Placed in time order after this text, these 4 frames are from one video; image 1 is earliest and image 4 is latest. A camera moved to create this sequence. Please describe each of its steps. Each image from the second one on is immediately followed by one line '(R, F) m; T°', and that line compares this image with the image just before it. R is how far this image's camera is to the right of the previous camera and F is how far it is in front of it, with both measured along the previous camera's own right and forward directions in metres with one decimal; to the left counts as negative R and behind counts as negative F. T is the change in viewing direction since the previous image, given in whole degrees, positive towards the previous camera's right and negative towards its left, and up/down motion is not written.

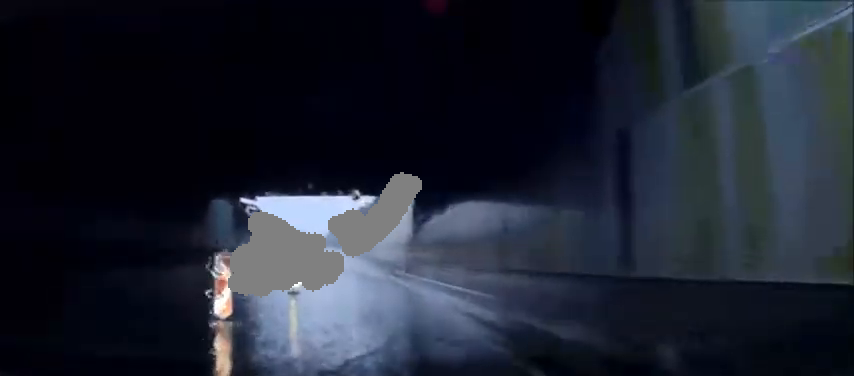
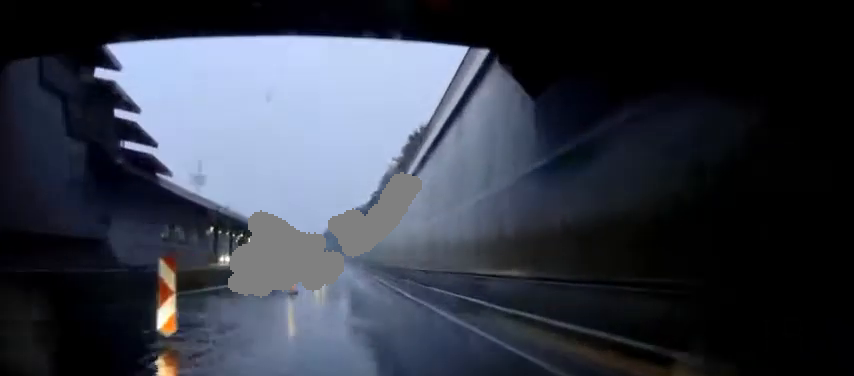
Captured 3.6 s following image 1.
(-0.8, +28.2) m; -2°
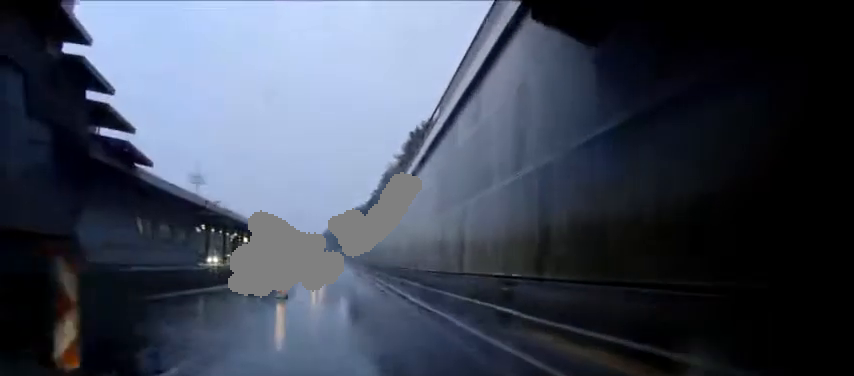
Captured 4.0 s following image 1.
(-0.3, +3.0) m; +1°
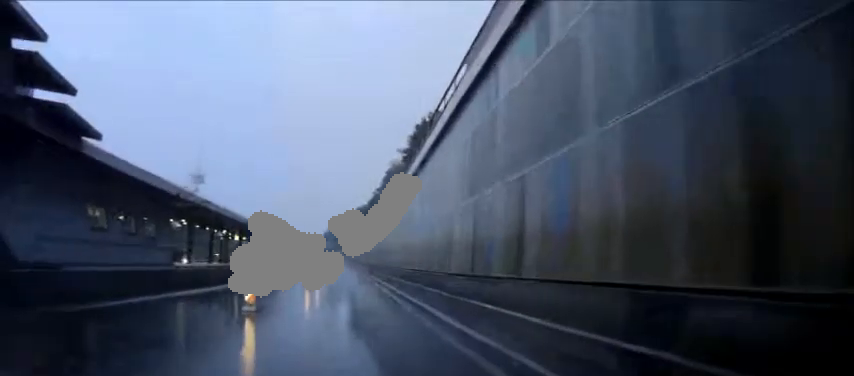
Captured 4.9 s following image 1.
(+0.6, +6.0) m; +4°
